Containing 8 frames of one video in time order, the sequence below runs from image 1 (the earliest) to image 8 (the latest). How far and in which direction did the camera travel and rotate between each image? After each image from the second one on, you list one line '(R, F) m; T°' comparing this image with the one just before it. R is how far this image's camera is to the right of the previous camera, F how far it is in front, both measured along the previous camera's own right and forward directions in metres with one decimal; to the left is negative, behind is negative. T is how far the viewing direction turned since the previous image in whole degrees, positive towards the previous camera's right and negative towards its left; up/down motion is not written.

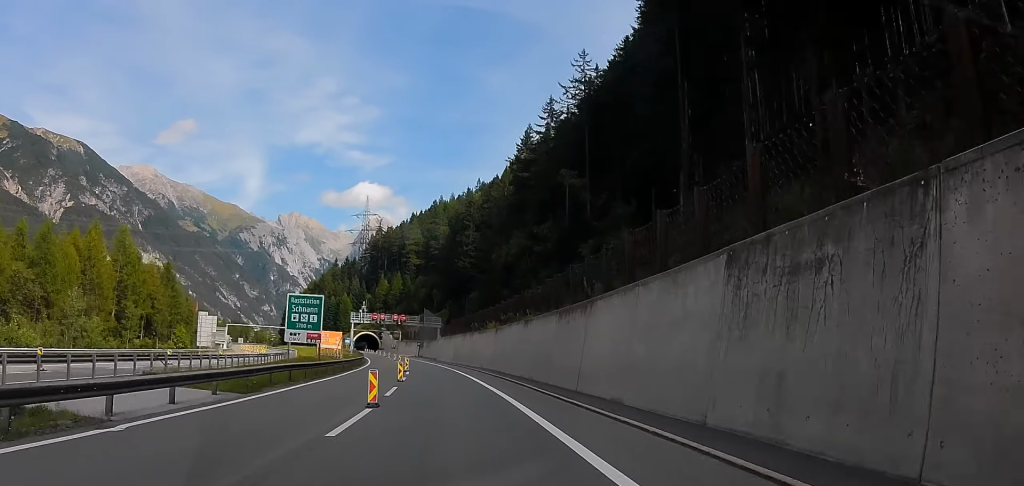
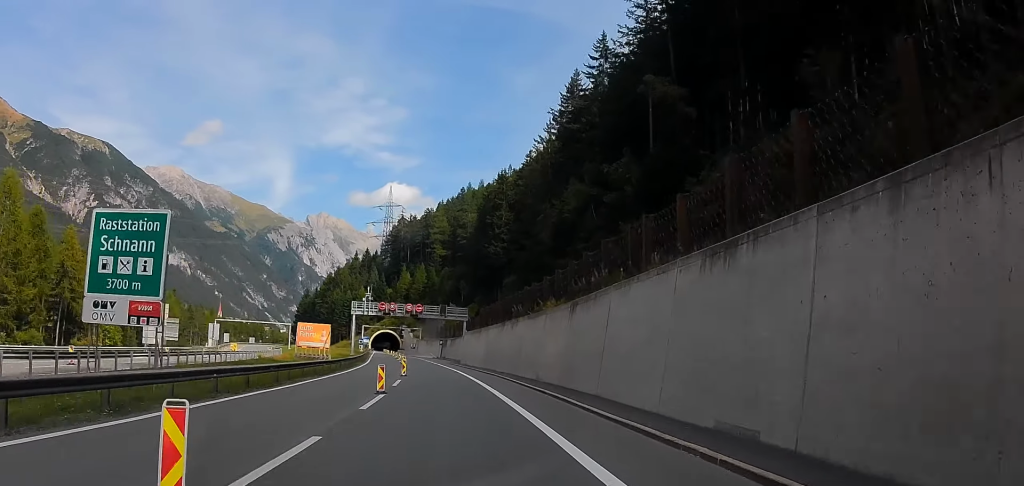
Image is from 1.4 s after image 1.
(0.0, +30.0) m; 0°
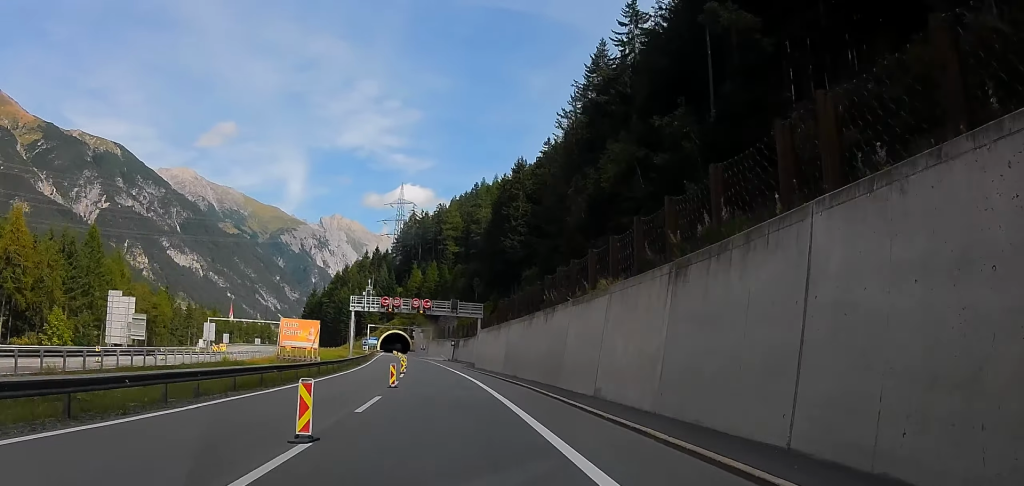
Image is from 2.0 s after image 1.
(0.0, +12.8) m; -1°
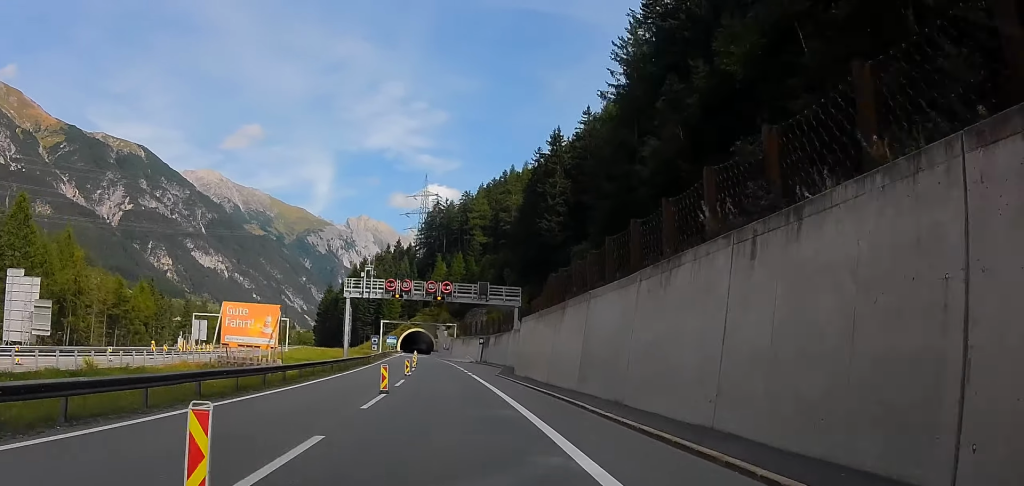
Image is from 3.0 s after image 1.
(-0.5, +22.1) m; -2°
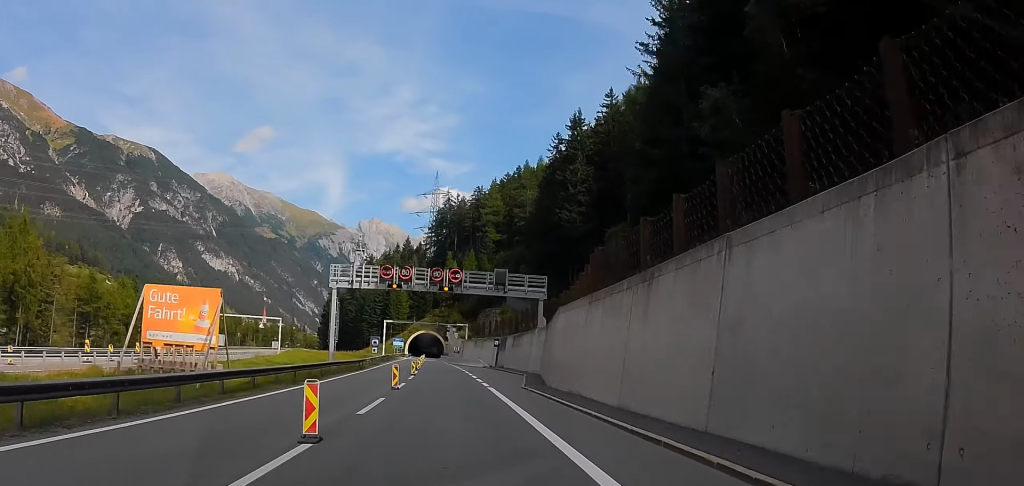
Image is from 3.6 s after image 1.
(-0.1, +12.9) m; -1°
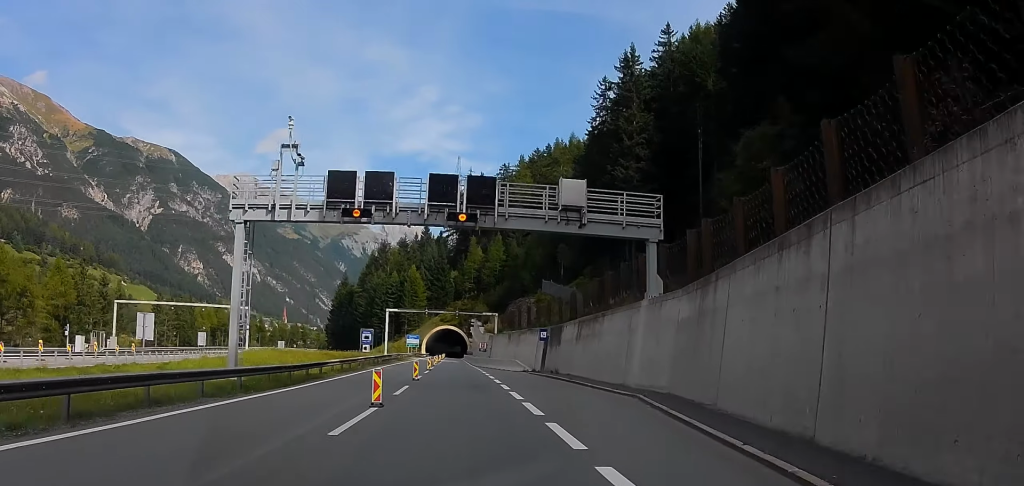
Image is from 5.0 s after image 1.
(-0.6, +28.8) m; -3°
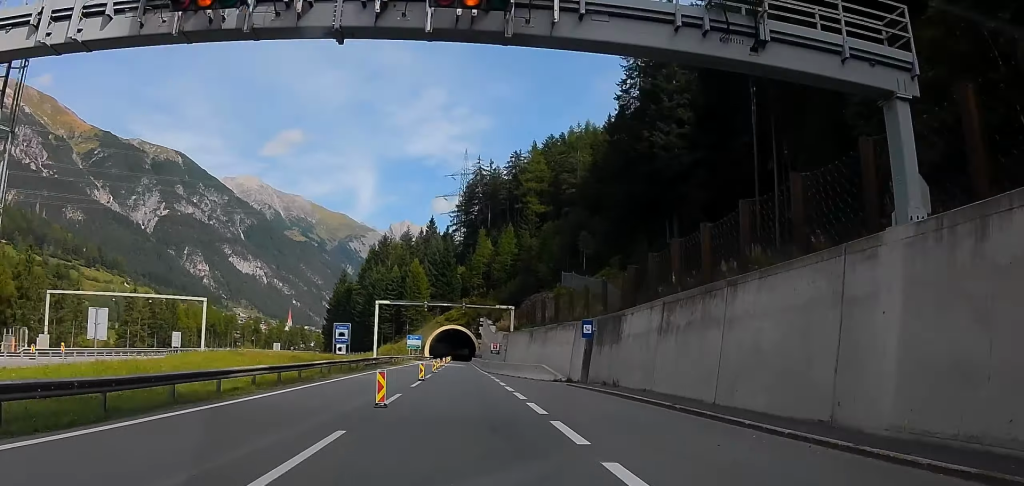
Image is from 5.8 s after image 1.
(-0.2, +17.4) m; -1°
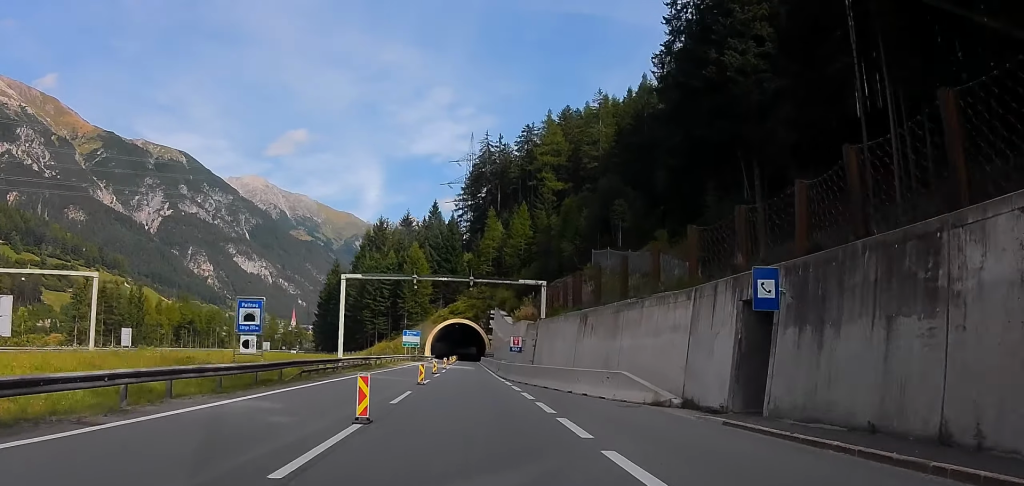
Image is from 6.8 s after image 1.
(0.0, +23.4) m; 0°
